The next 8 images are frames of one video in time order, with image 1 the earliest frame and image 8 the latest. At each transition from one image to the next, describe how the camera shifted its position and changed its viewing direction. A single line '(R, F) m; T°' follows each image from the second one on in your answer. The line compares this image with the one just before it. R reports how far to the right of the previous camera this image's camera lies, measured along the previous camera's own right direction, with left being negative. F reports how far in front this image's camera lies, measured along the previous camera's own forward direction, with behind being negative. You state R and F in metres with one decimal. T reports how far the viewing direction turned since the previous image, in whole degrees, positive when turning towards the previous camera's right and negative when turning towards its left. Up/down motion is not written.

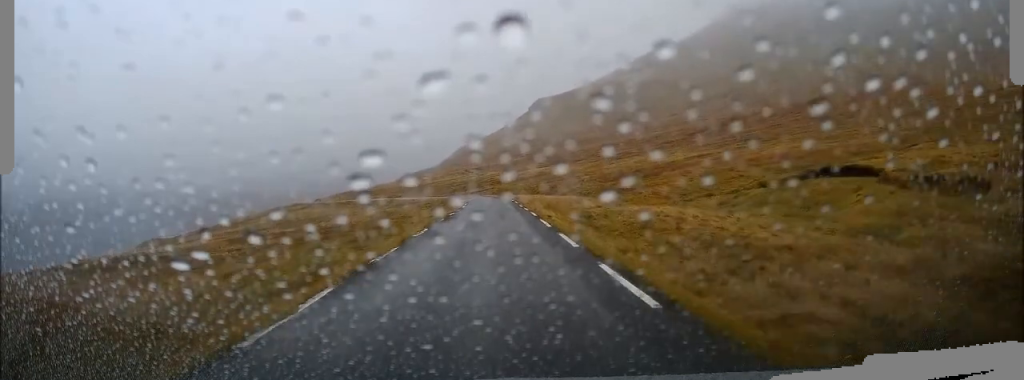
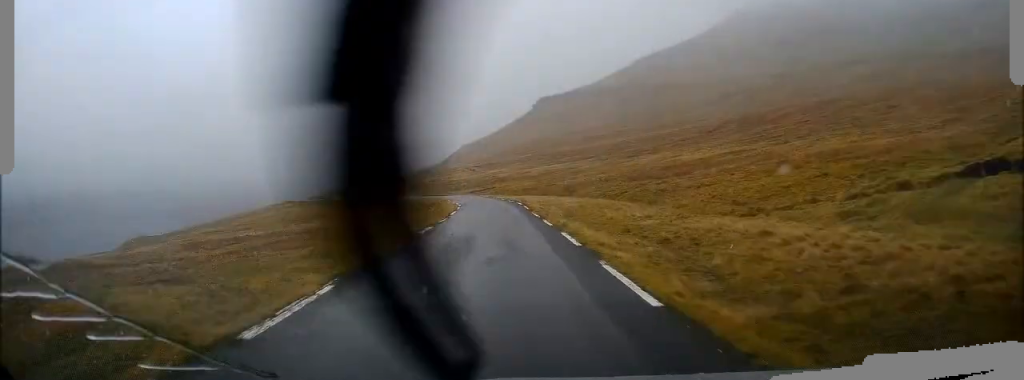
(-0.1, +11.9) m; 0°
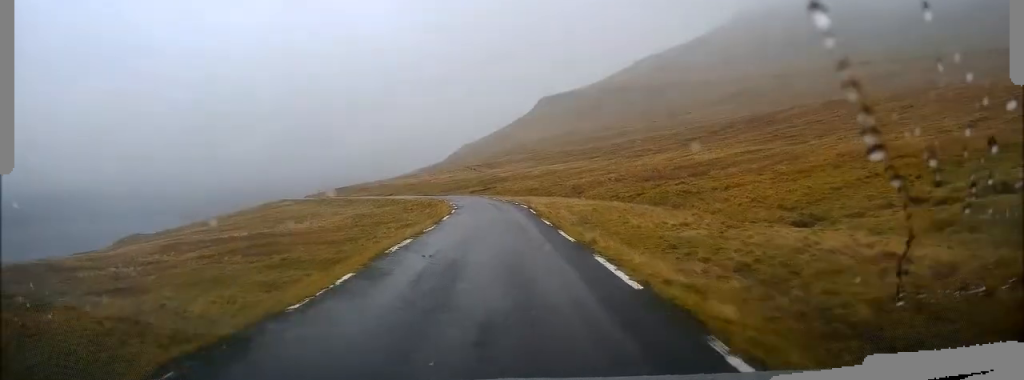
(0.0, +5.0) m; 0°
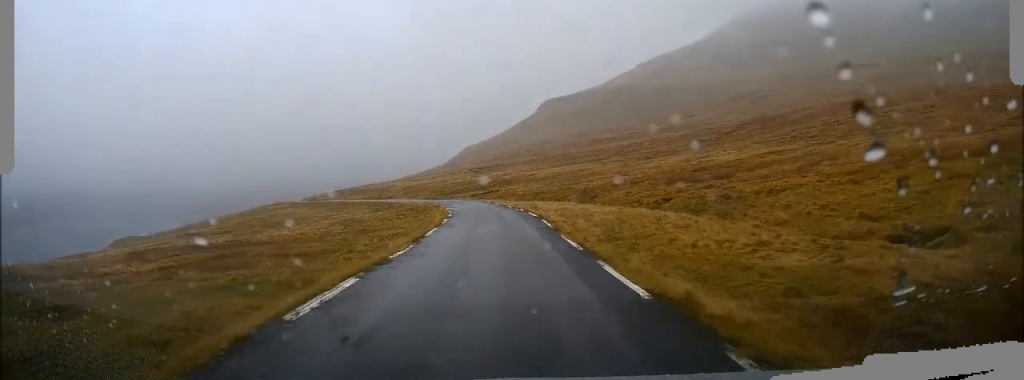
(+0.1, +6.2) m; +1°
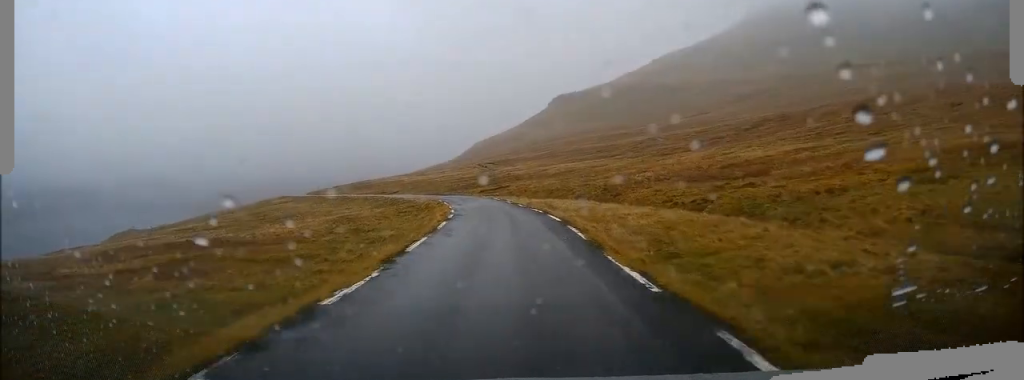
(0.0, +5.5) m; 0°
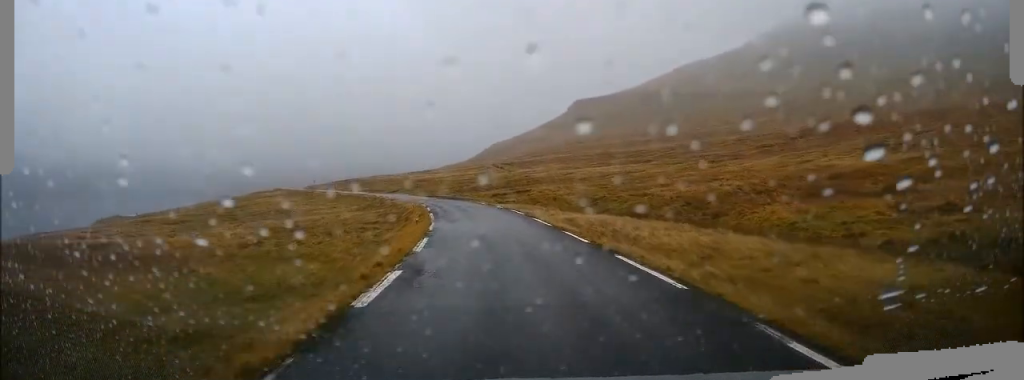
(-0.1, +18.2) m; -3°
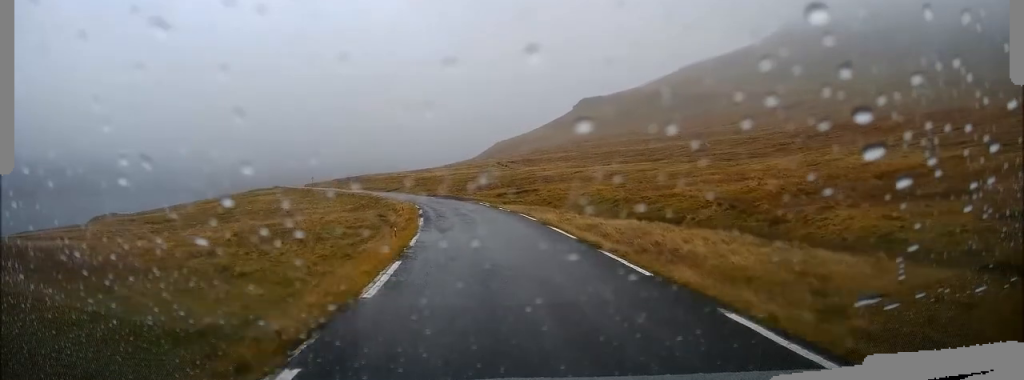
(0.0, +5.5) m; -1°
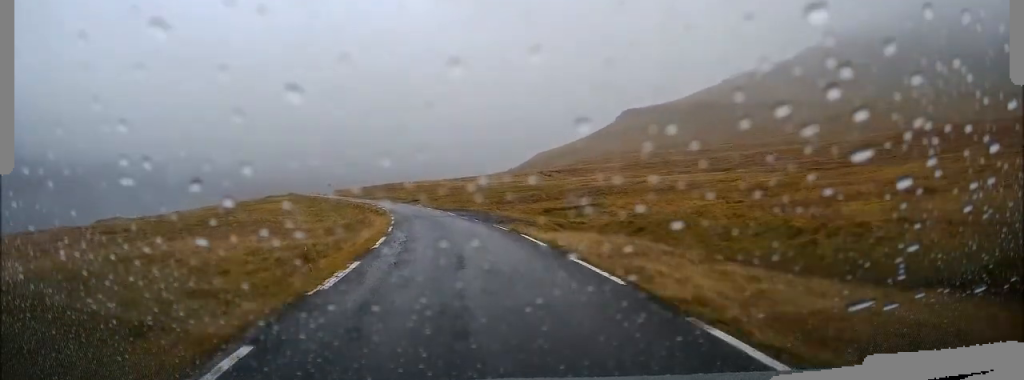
(-0.2, +19.0) m; -1°
